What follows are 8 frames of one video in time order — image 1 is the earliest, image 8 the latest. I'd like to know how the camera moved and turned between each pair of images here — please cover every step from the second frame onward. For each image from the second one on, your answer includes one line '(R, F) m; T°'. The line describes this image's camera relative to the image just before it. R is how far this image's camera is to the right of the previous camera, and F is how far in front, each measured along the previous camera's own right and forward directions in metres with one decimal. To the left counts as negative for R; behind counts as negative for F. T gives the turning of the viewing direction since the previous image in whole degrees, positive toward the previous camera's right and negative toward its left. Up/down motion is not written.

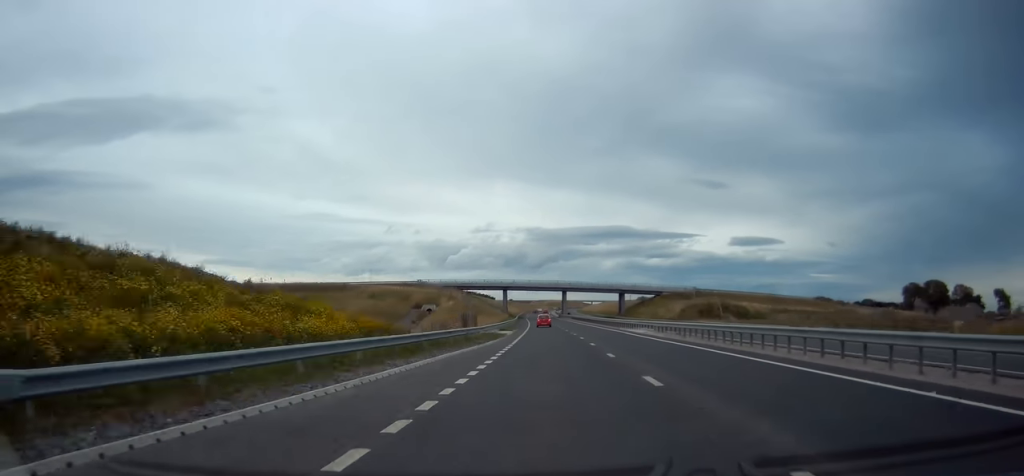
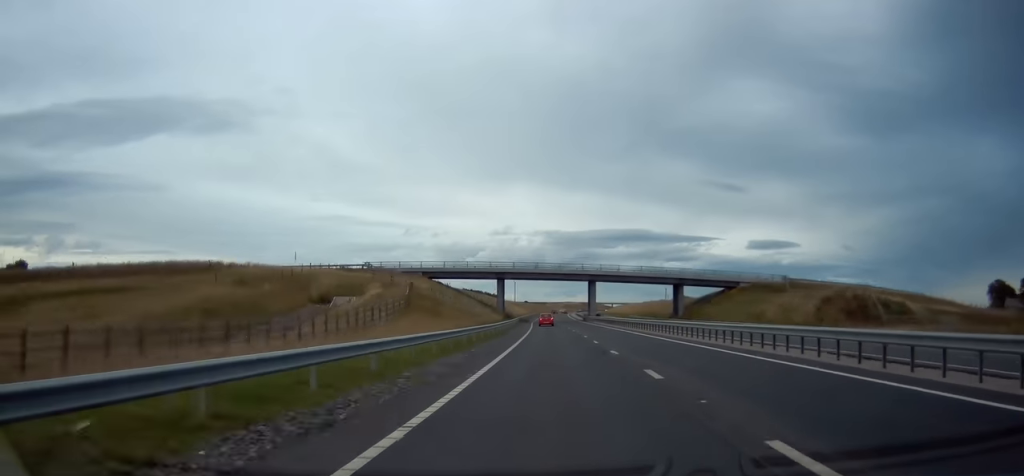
(-1.3, +62.1) m; -1°
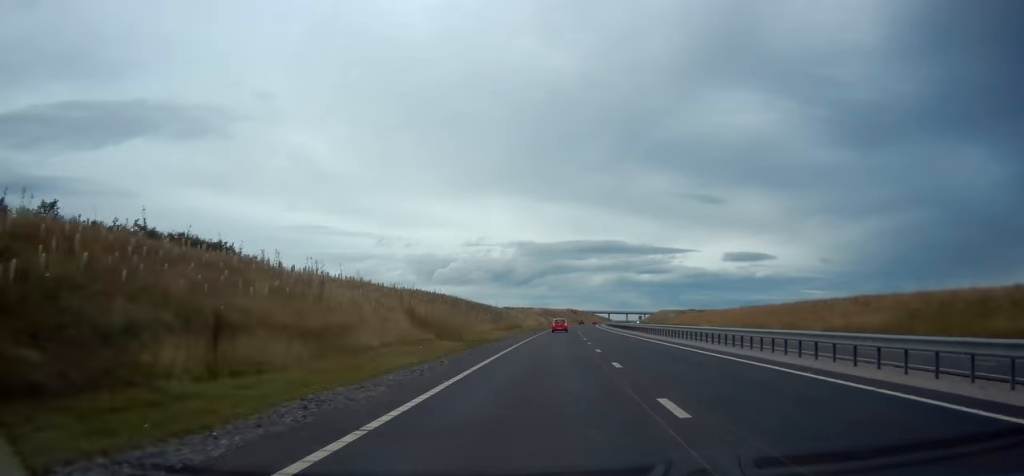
(+1.0, +294.3) m; +2°
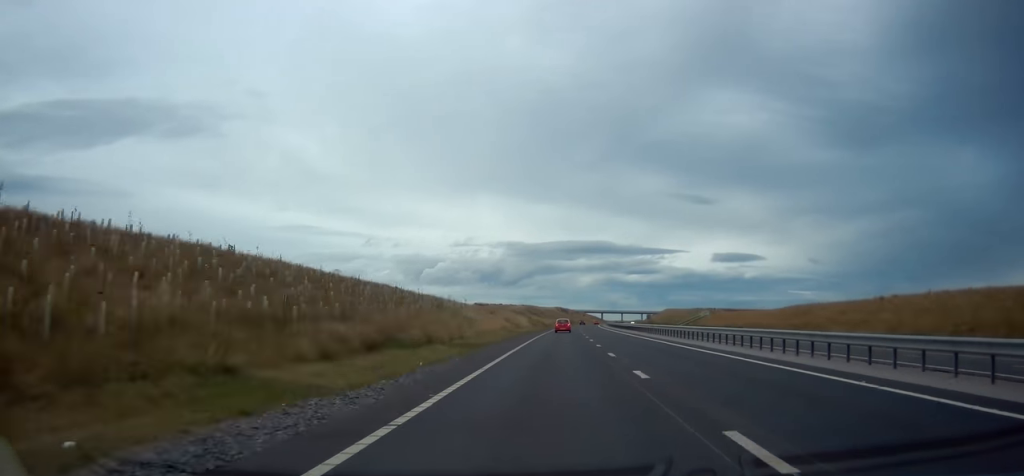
(+0.7, +57.9) m; +1°
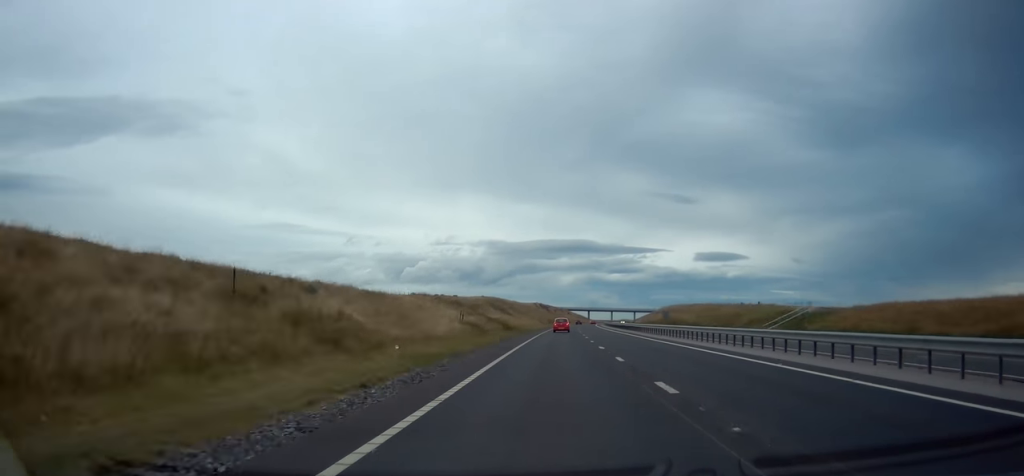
(+0.3, +66.3) m; +1°
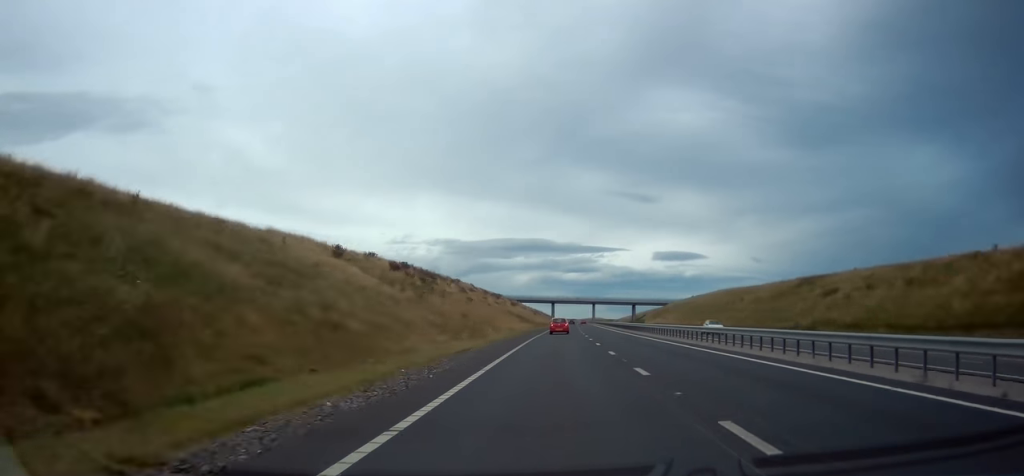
(+7.2, +193.6) m; +4°
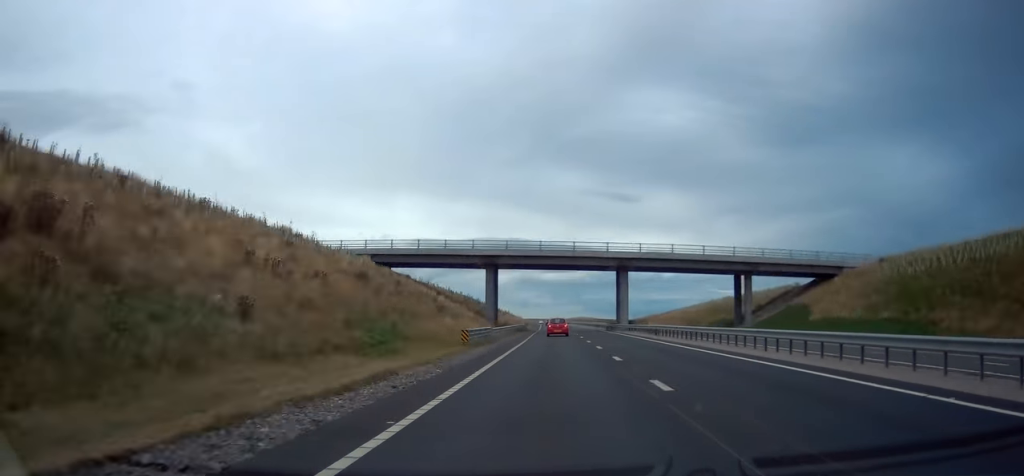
(+4.1, +175.6) m; +2°
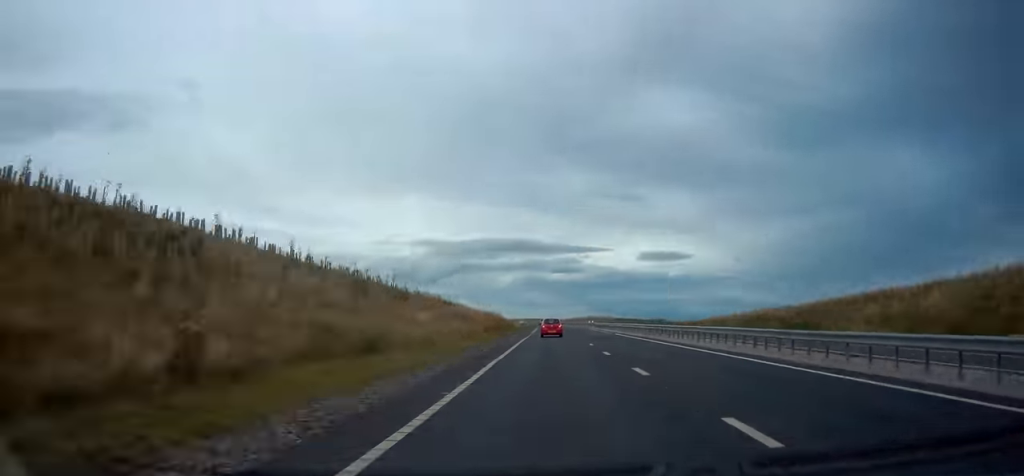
(+0.4, +105.1) m; 0°
